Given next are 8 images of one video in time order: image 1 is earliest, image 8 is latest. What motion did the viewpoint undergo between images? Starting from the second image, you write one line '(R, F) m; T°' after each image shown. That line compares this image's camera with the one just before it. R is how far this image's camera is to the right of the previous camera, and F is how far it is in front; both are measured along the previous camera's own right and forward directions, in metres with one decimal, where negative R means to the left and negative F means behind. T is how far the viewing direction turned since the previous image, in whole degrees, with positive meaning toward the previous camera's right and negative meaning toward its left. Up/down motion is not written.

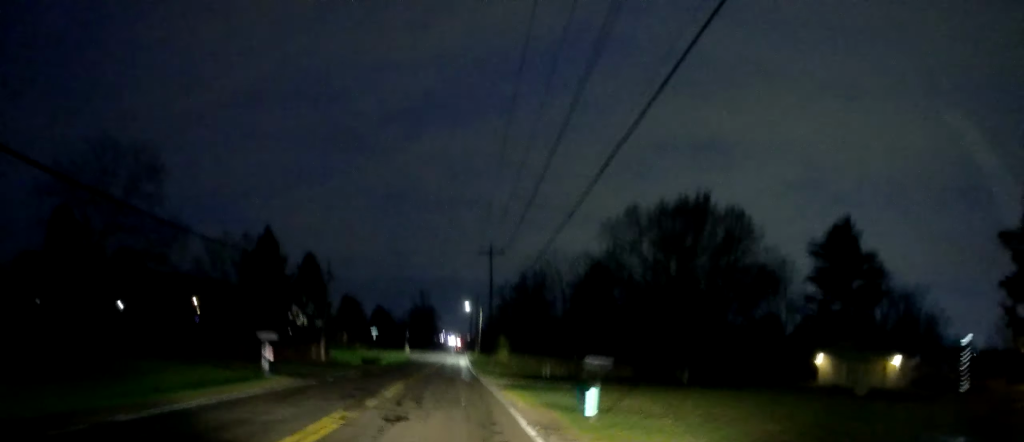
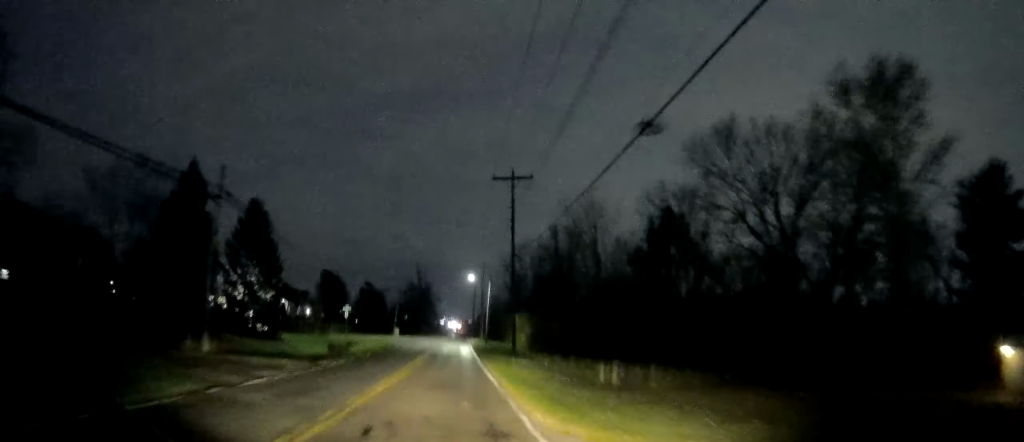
(+0.4, +20.4) m; 0°
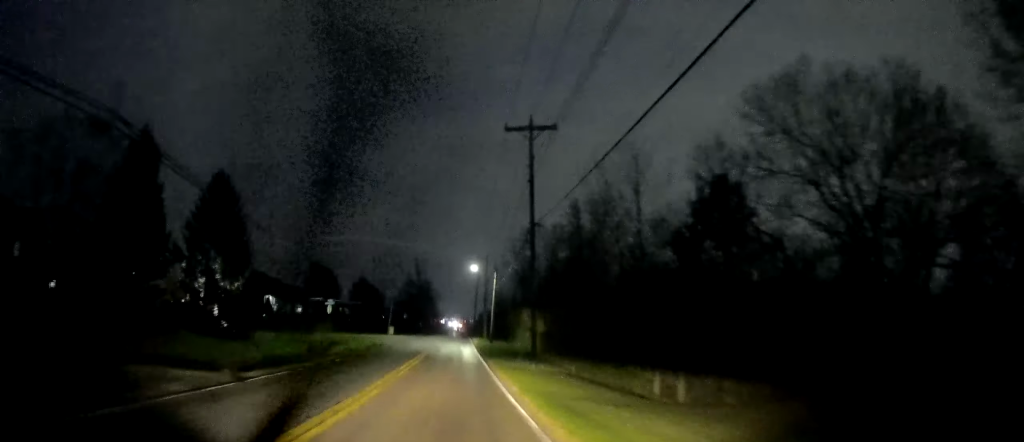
(+0.1, +8.4) m; -1°
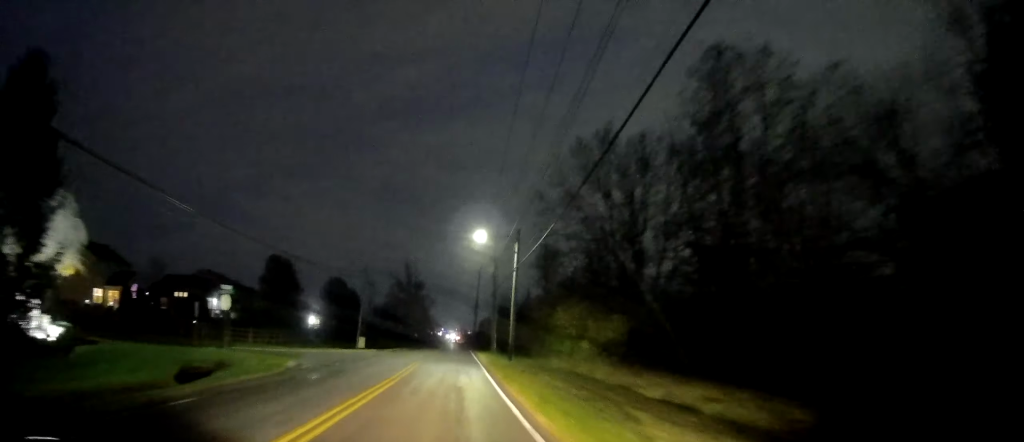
(-0.7, +23.4) m; -1°
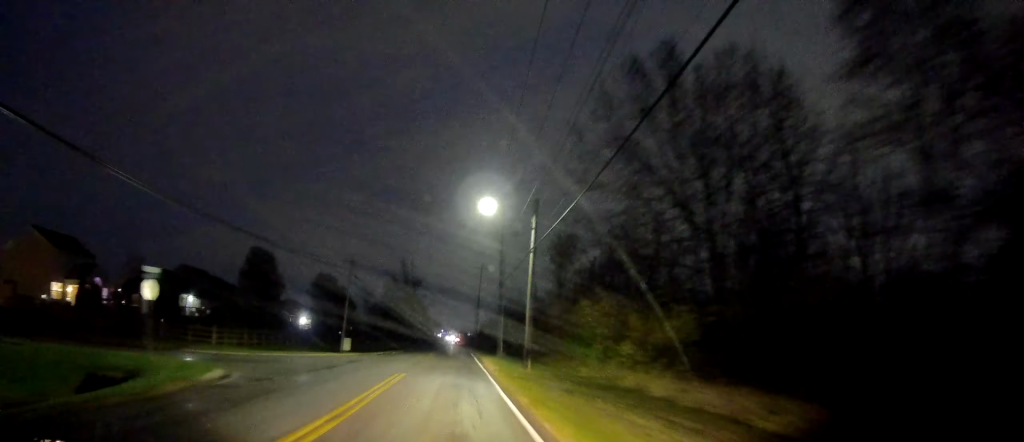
(0.0, +7.8) m; +1°
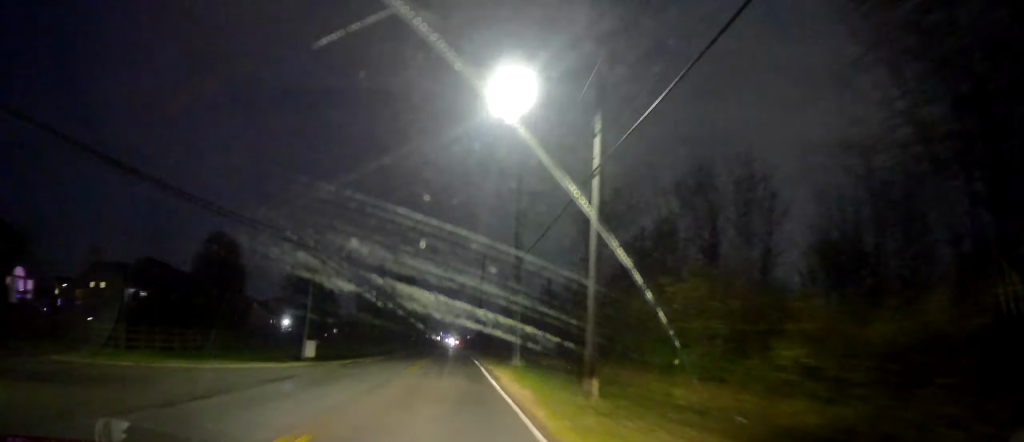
(+0.2, +12.6) m; +1°
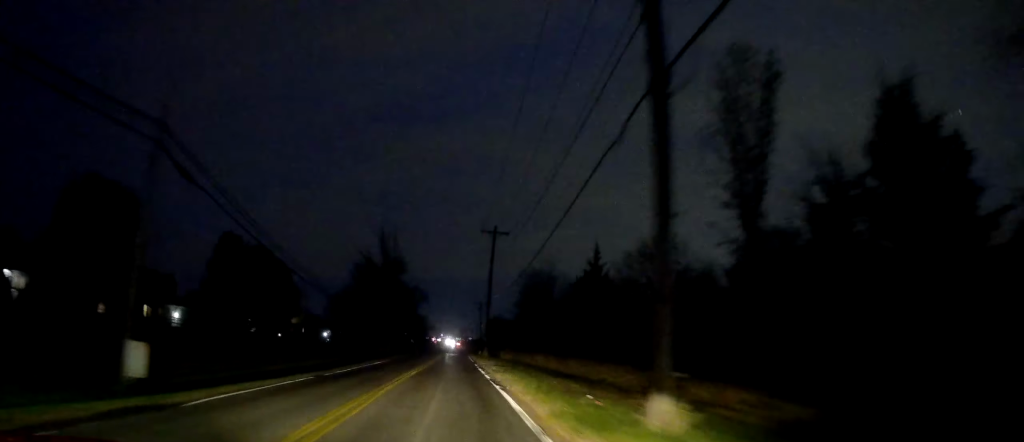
(+0.1, +22.1) m; 0°
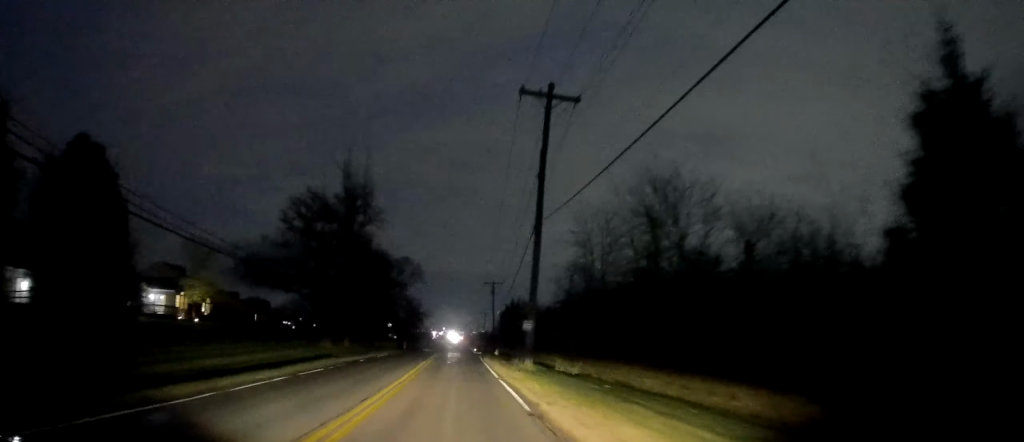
(0.0, +34.1) m; 0°
